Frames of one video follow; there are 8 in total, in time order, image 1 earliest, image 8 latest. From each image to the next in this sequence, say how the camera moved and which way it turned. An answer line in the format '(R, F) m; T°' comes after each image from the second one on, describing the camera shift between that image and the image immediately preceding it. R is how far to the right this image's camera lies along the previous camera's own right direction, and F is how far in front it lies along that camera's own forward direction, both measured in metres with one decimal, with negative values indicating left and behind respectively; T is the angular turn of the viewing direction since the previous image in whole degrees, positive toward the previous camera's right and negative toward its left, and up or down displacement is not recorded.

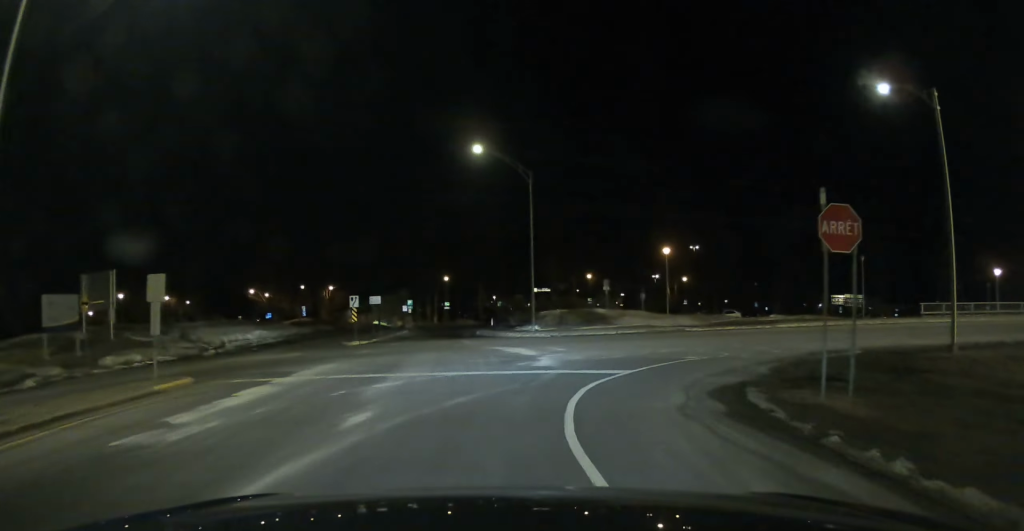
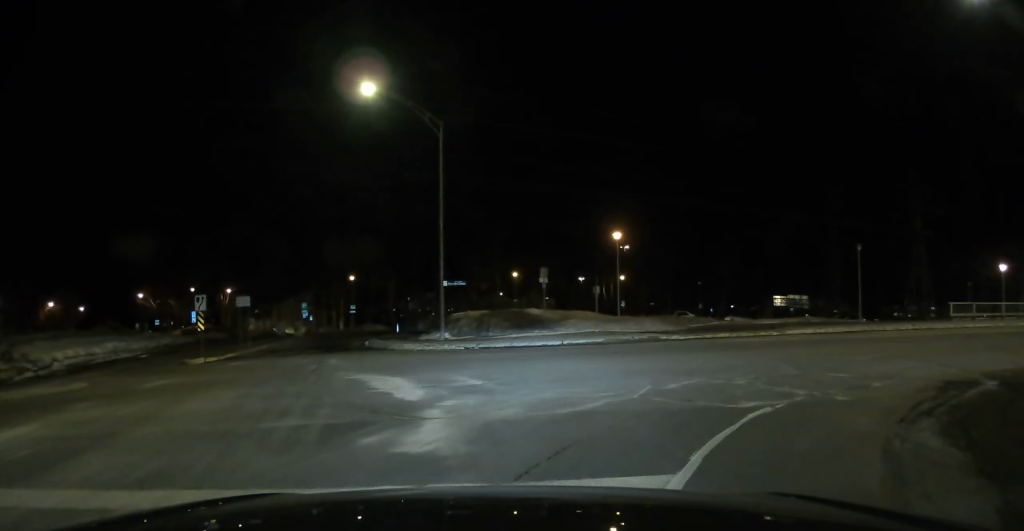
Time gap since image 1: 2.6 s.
(-1.0, +19.0) m; +26°
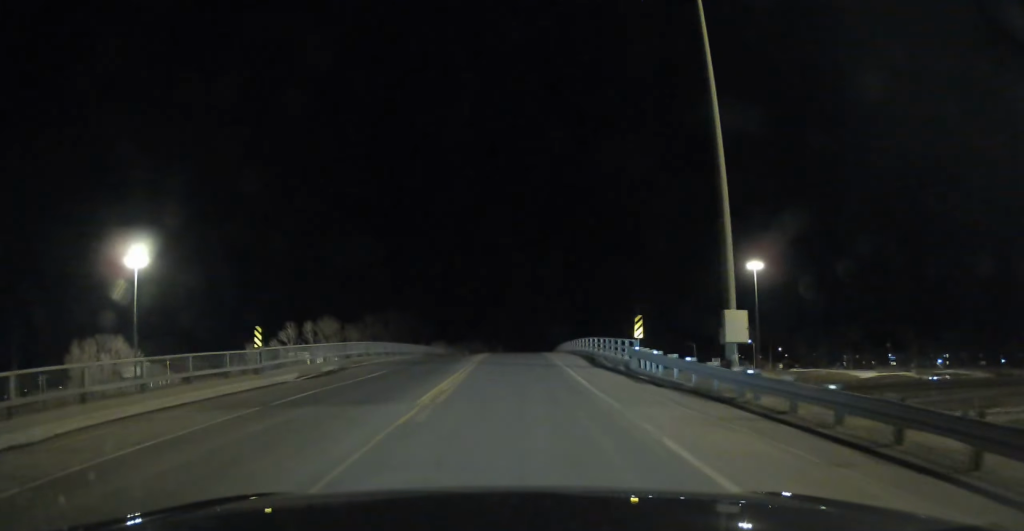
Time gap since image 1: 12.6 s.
(+59.3, +61.0) m; +54°
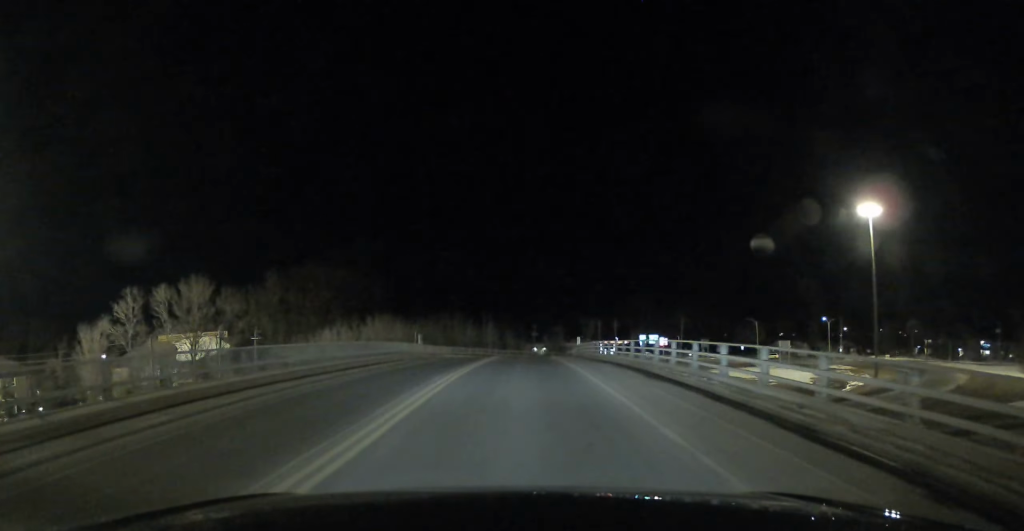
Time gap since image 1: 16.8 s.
(+1.0, +48.8) m; +3°
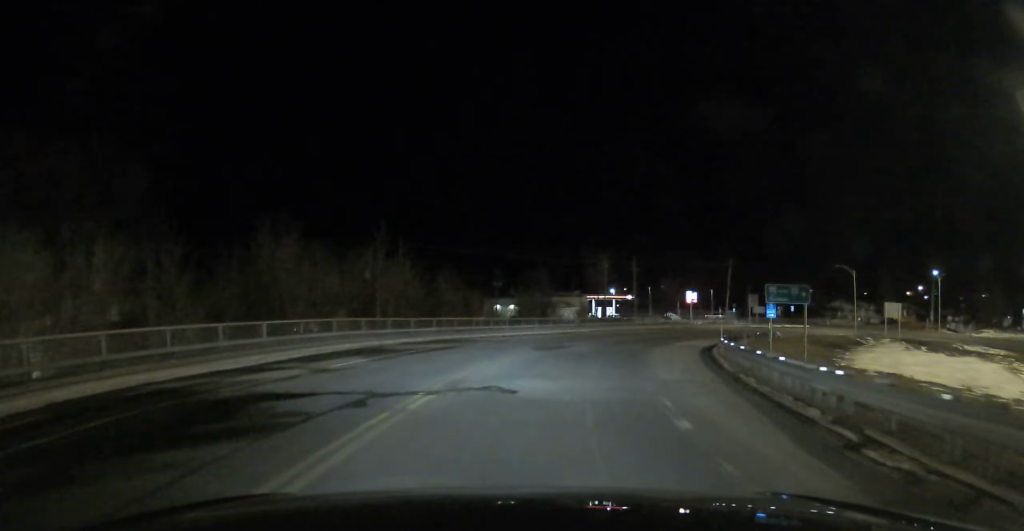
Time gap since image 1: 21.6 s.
(+1.9, +54.6) m; +9°
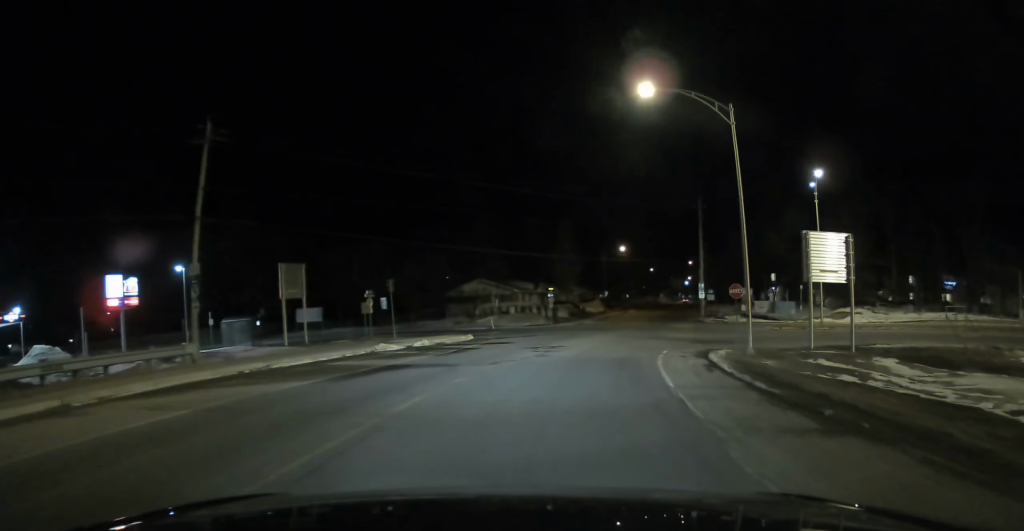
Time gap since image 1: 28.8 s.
(+12.6, +69.7) m; +27°
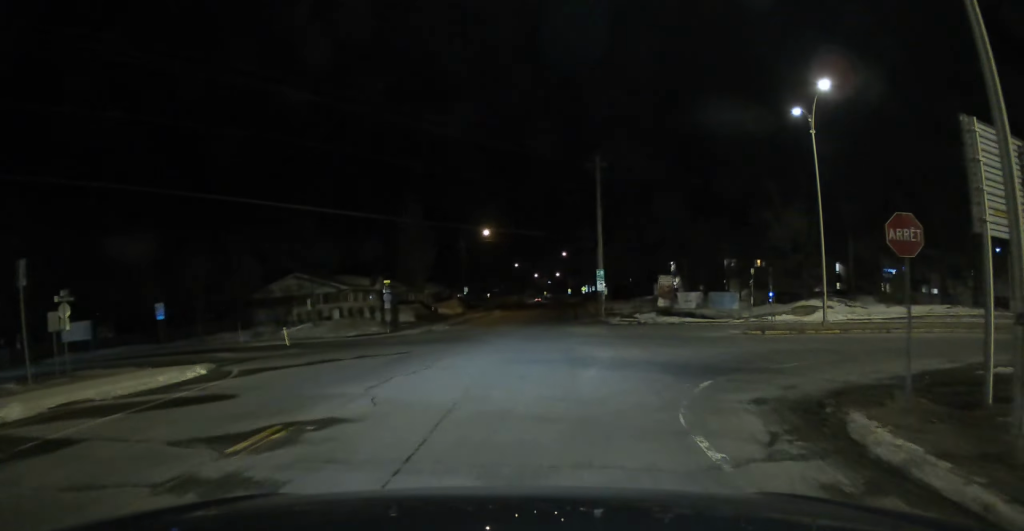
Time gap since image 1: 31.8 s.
(+1.8, +22.8) m; +24°
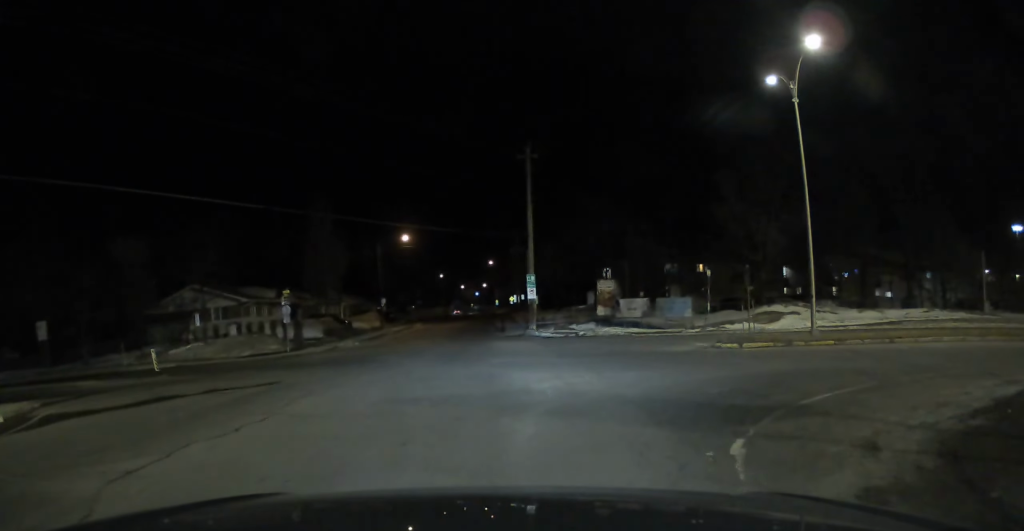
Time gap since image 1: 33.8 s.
(-1.0, +13.0) m; +23°
